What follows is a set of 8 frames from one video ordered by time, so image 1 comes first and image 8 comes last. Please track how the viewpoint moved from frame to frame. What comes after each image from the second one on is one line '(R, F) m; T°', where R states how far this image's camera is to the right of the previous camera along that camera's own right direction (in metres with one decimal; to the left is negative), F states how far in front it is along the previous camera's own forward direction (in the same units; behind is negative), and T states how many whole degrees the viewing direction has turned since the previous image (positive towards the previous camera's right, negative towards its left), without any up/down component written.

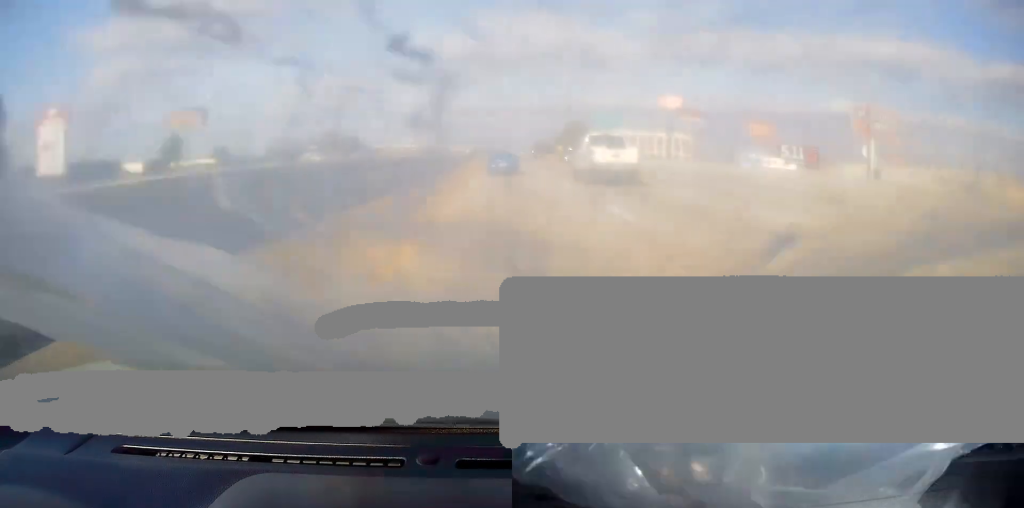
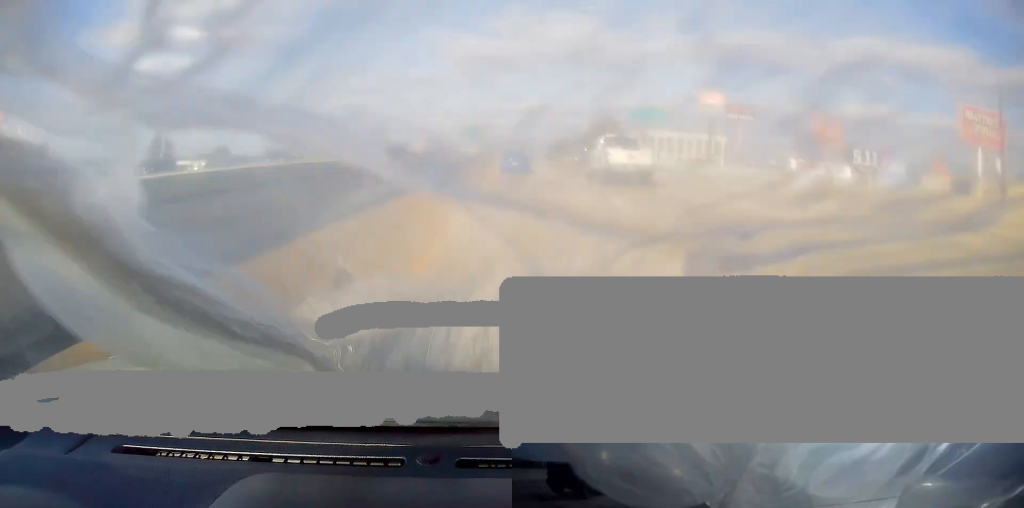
(0.0, +22.1) m; 0°
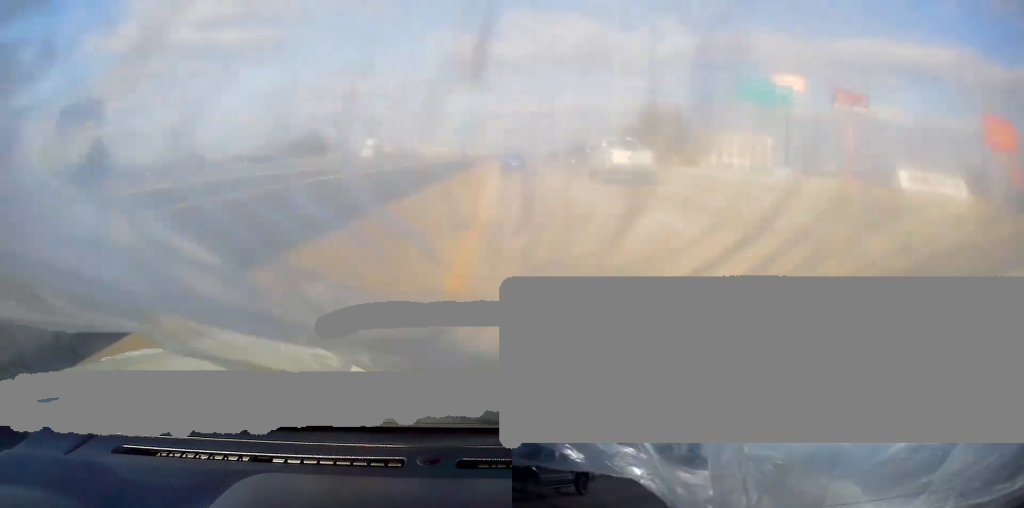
(-0.4, +41.4) m; -3°
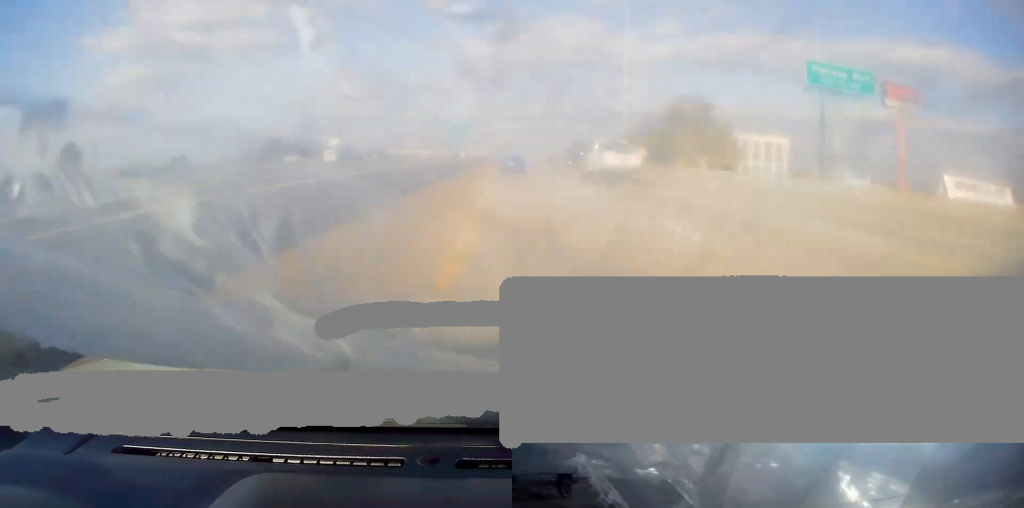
(-0.5, +13.1) m; -1°
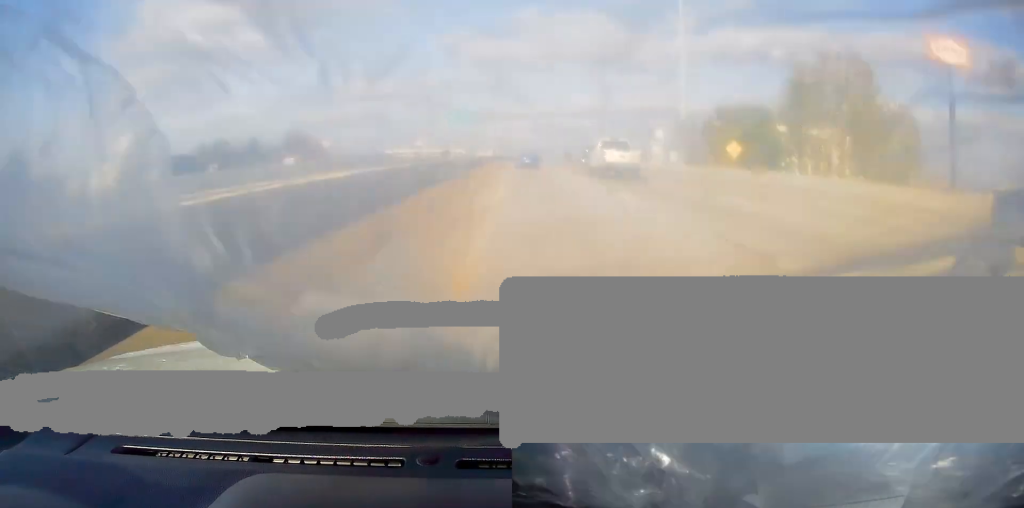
(-0.4, +30.2) m; -1°
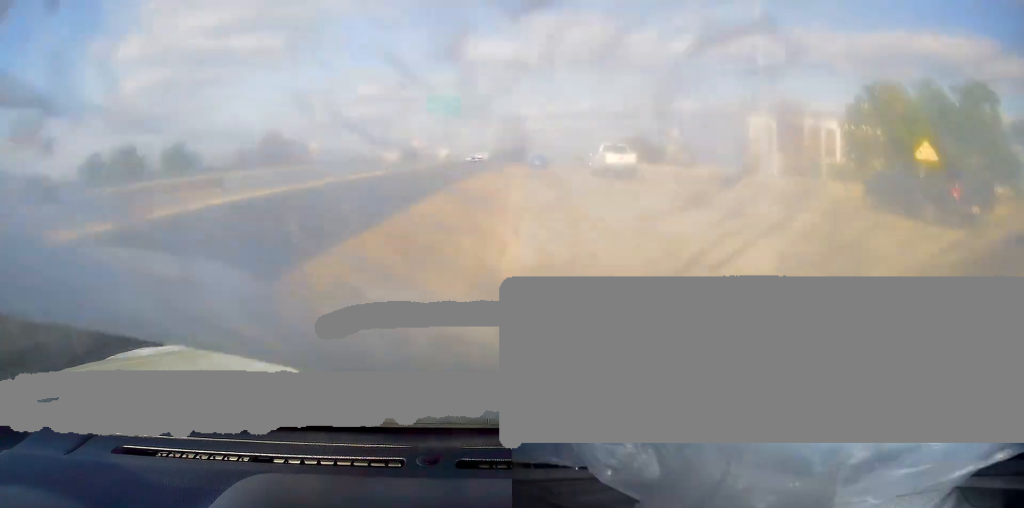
(+0.2, +26.8) m; -1°
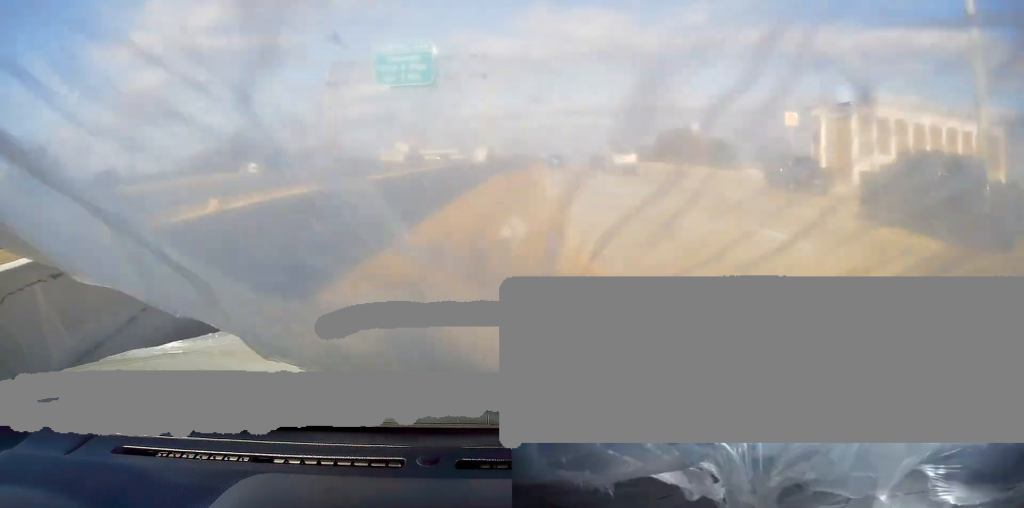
(-0.6, +31.6) m; -1°
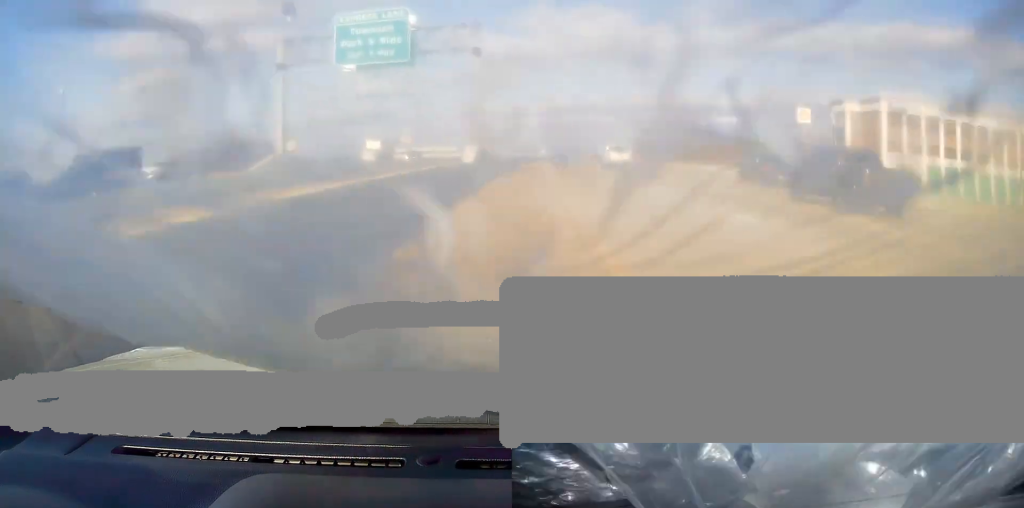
(+0.1, +9.9) m; 0°
